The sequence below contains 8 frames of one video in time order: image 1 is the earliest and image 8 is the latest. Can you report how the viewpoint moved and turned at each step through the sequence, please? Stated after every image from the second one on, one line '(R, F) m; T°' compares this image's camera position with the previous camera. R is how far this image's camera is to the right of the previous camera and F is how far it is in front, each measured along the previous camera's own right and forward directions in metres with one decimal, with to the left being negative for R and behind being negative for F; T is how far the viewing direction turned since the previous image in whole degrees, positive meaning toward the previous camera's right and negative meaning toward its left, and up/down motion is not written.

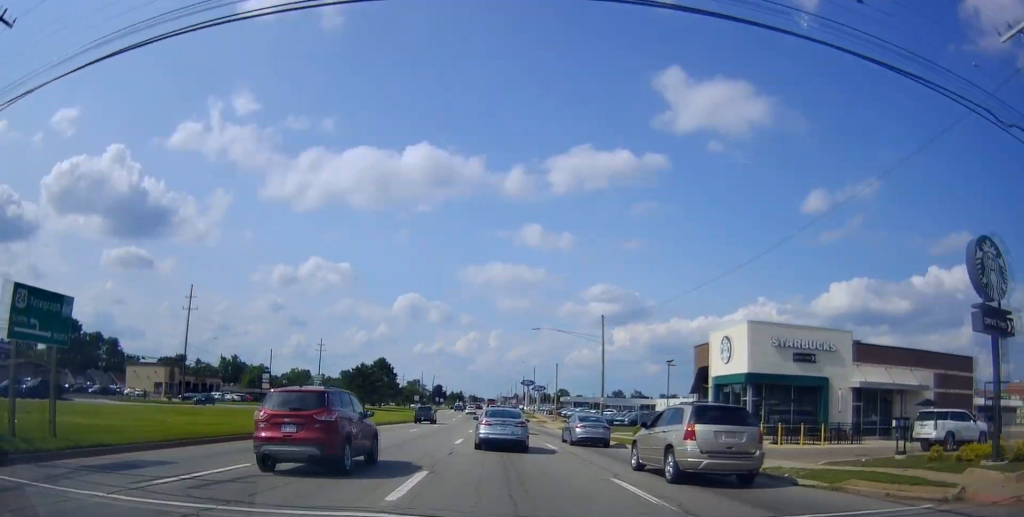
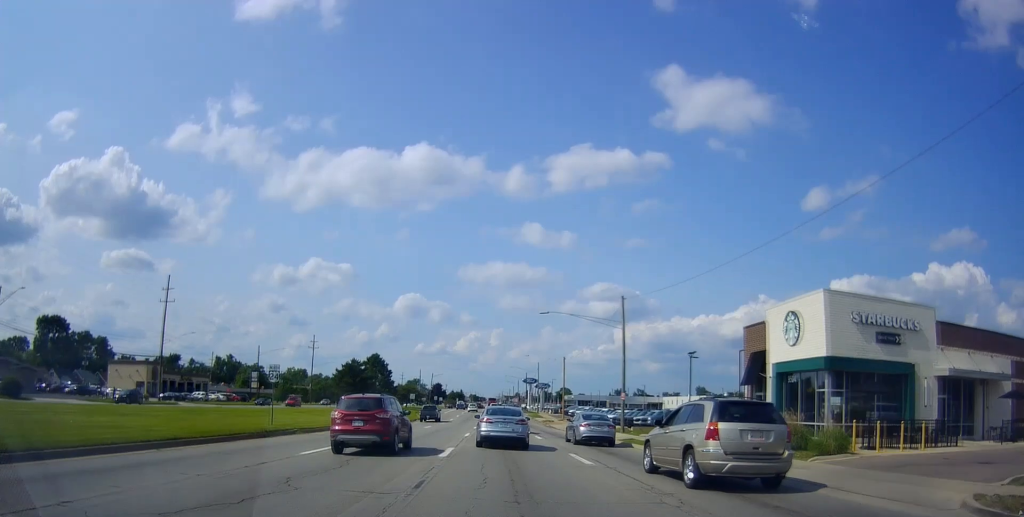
(-0.2, +8.3) m; +1°
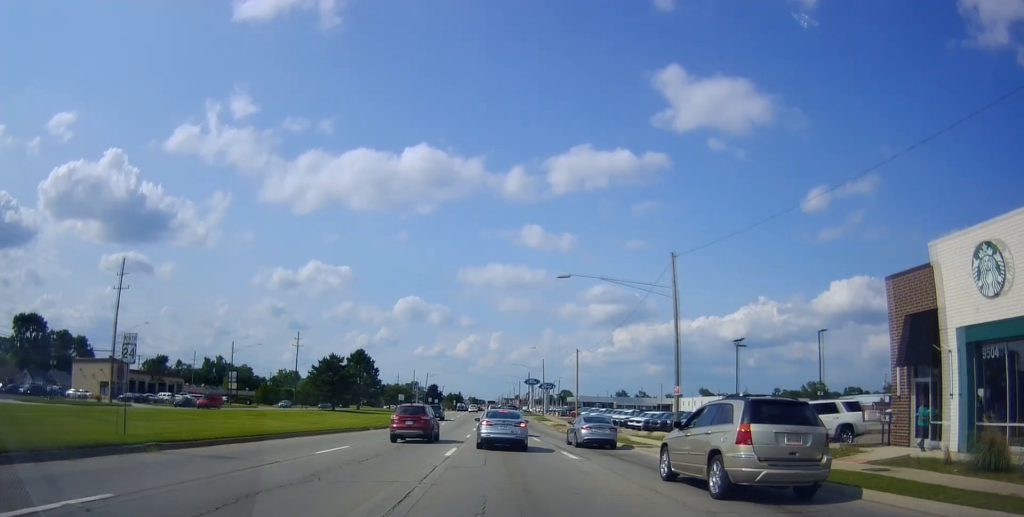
(+0.6, +13.4) m; +3°
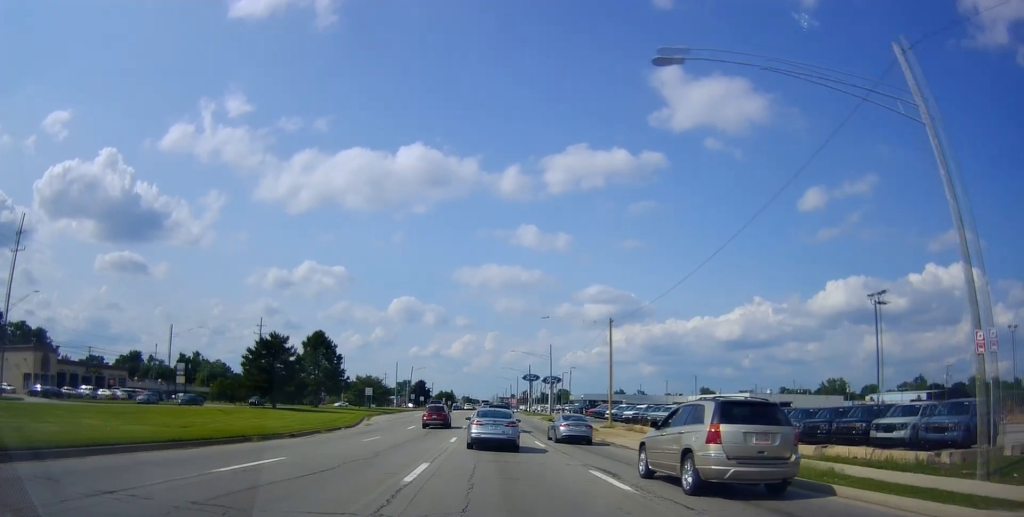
(0.0, +22.1) m; 0°
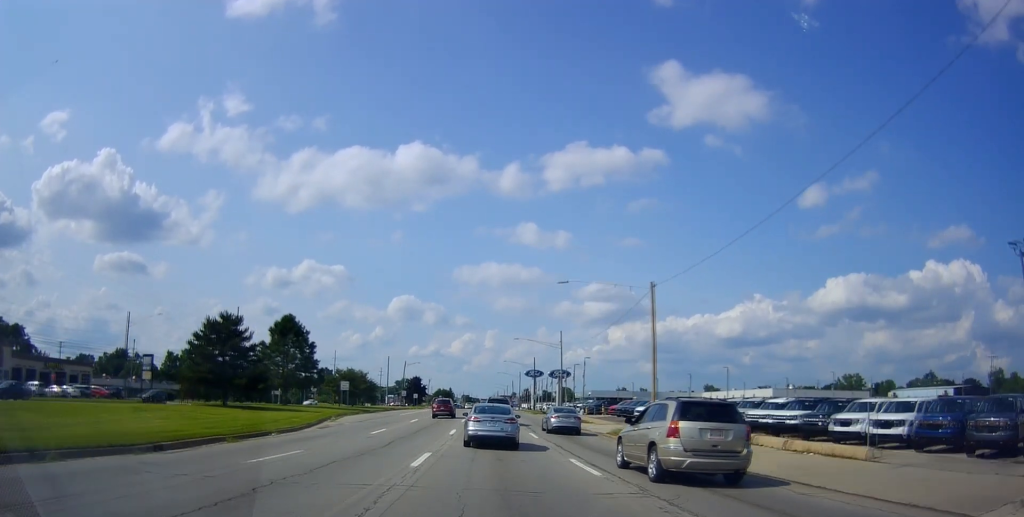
(0.0, +12.8) m; 0°
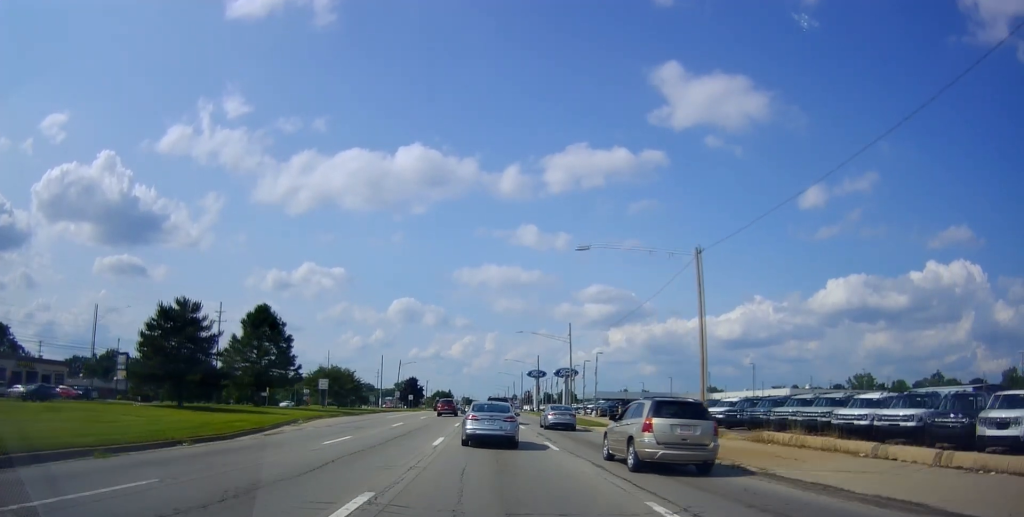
(0.0, +8.3) m; 0°
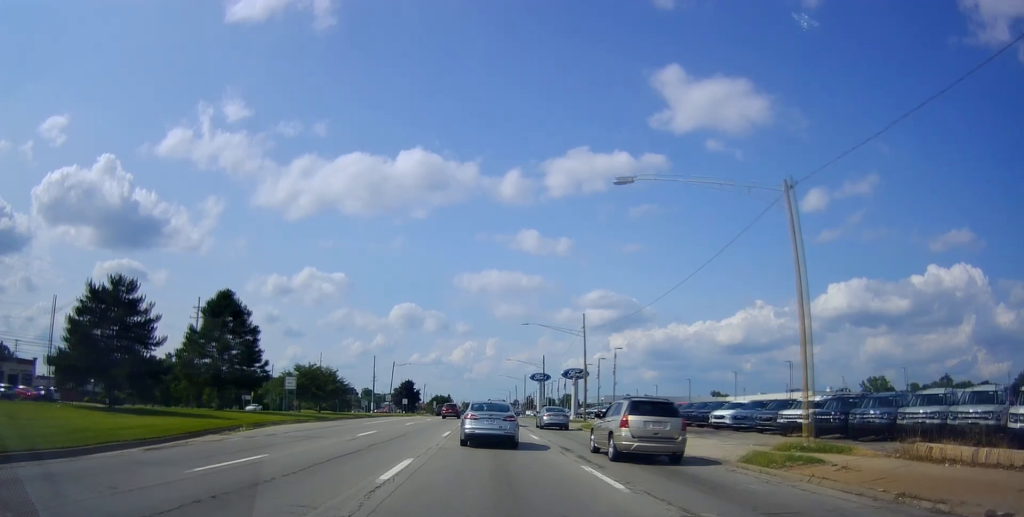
(0.0, +9.4) m; 0°
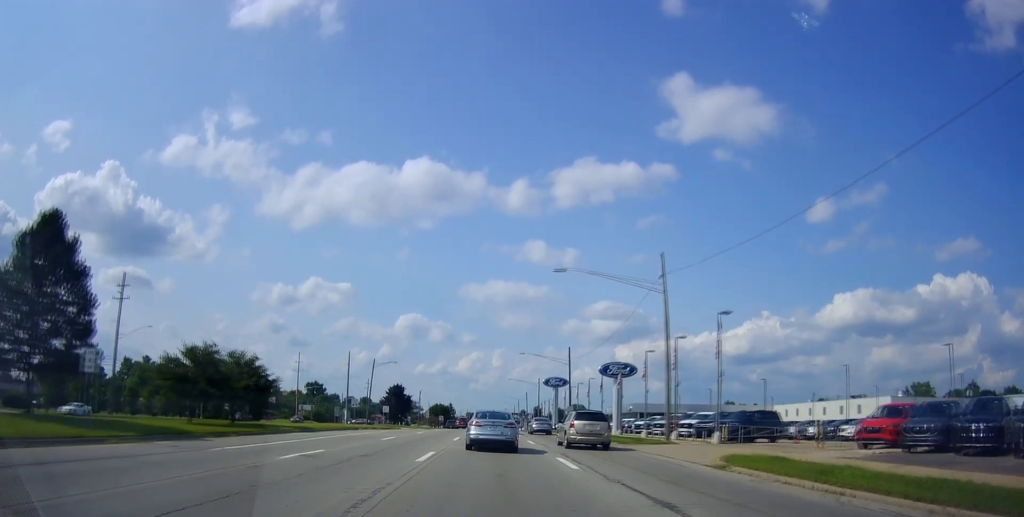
(-0.6, +25.8) m; -2°
